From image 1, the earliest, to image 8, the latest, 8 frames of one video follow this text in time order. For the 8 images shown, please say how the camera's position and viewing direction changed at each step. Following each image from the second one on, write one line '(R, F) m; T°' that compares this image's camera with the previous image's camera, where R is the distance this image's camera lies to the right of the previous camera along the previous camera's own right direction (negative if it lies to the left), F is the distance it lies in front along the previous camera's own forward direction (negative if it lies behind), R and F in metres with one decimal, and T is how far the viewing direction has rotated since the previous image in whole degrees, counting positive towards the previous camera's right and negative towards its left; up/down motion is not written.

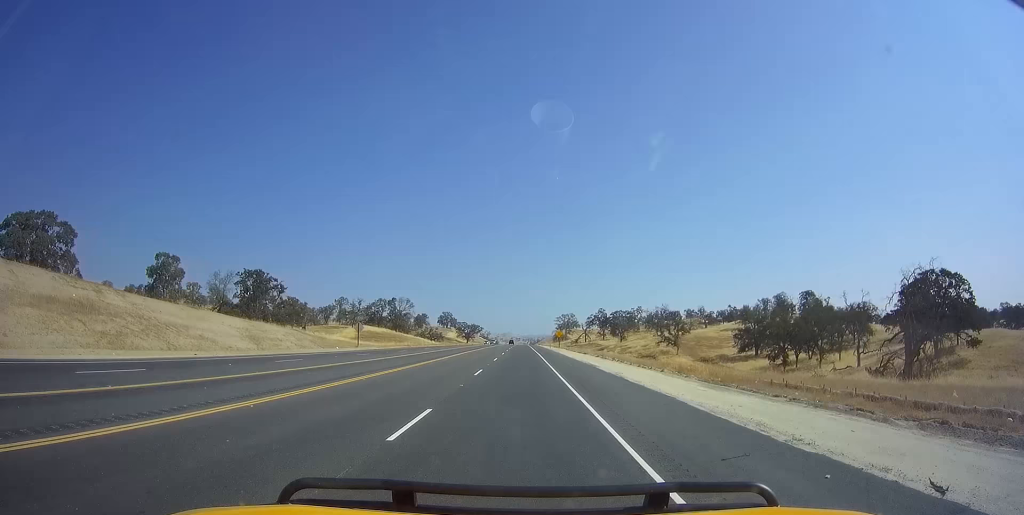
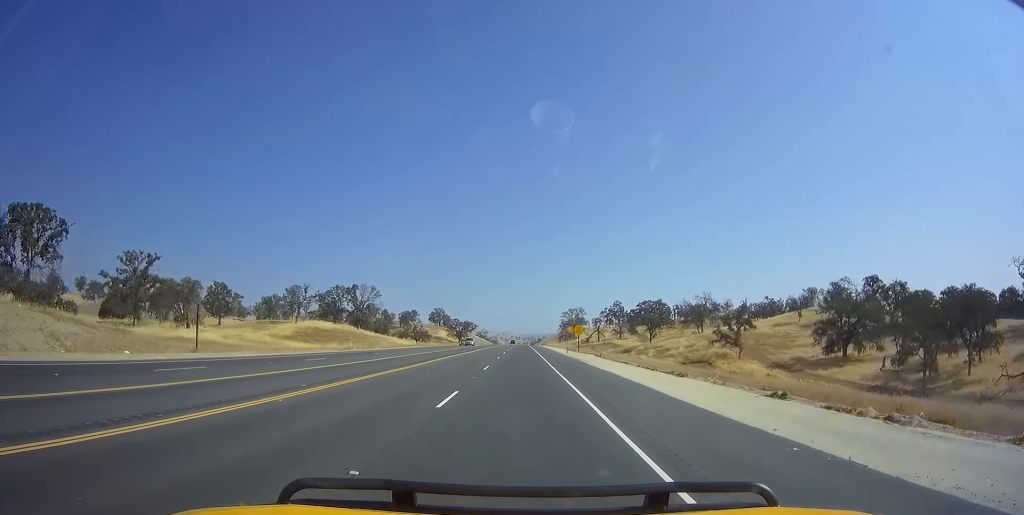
(+0.7, +39.6) m; +1°
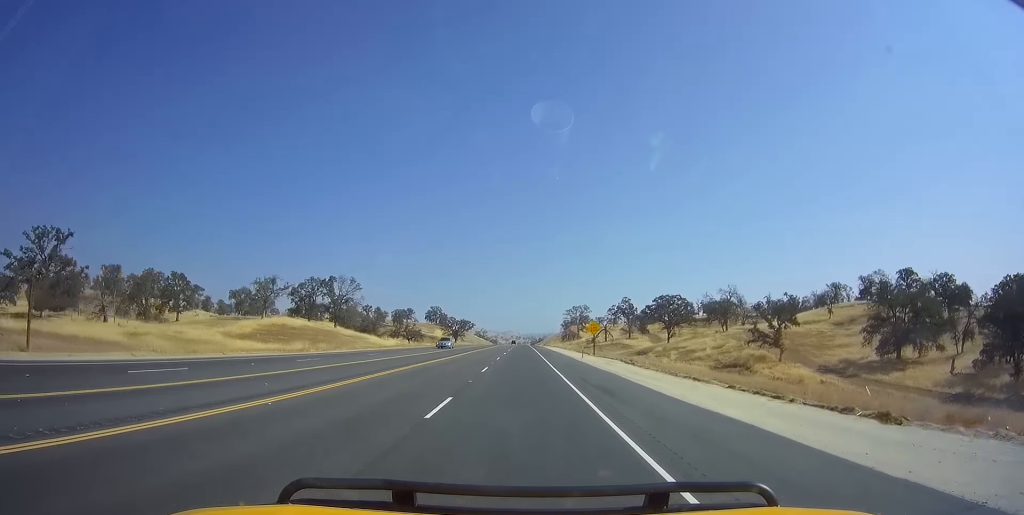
(+0.1, +16.0) m; -1°
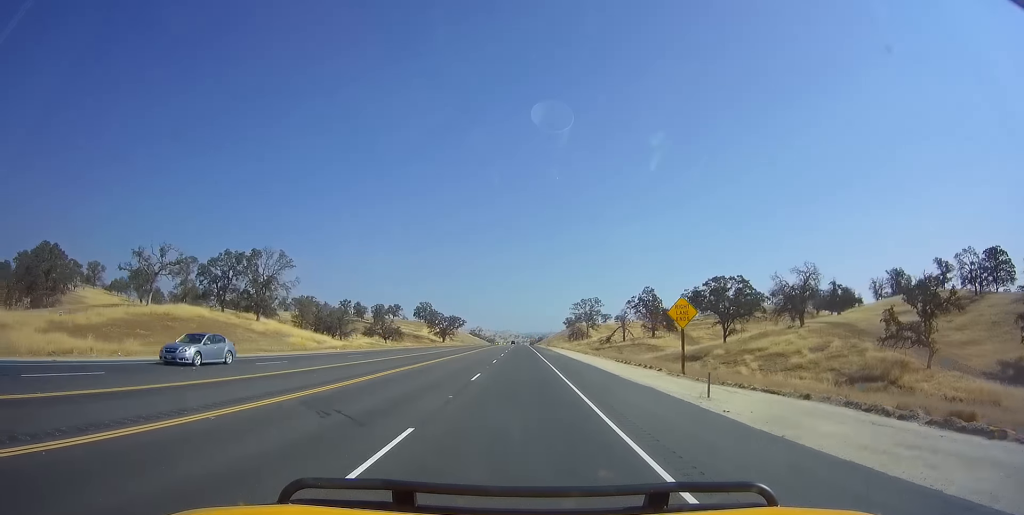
(-0.4, +34.0) m; +1°
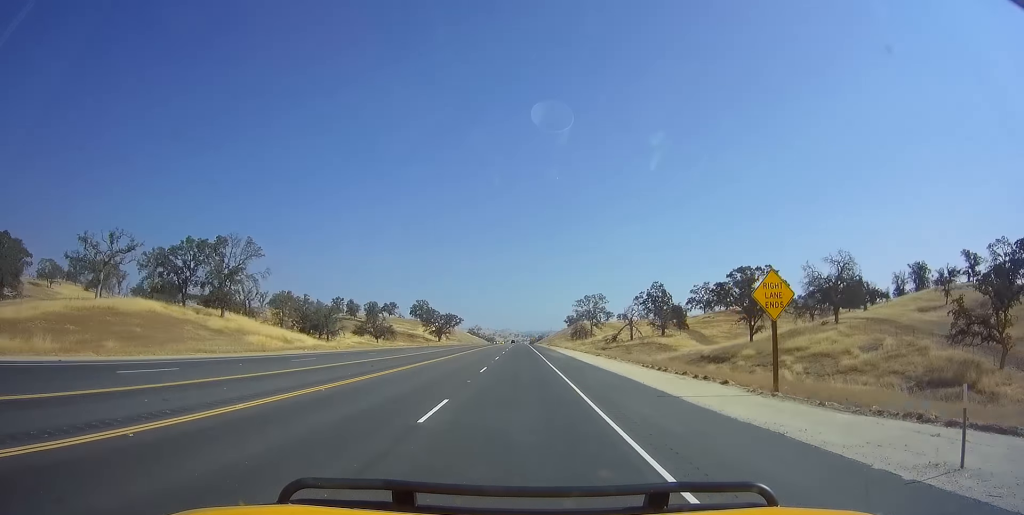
(+0.2, +10.3) m; +1°
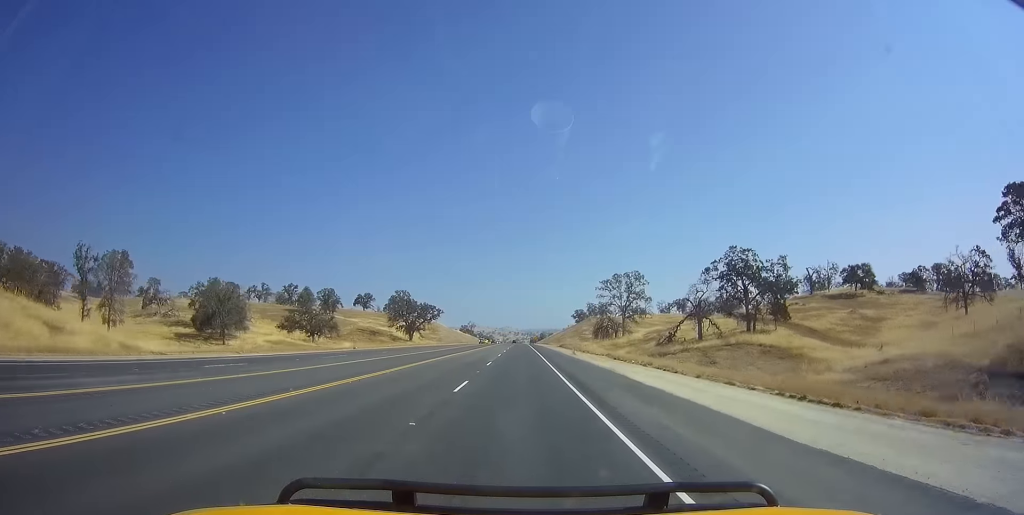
(+0.1, +52.5) m; -1°
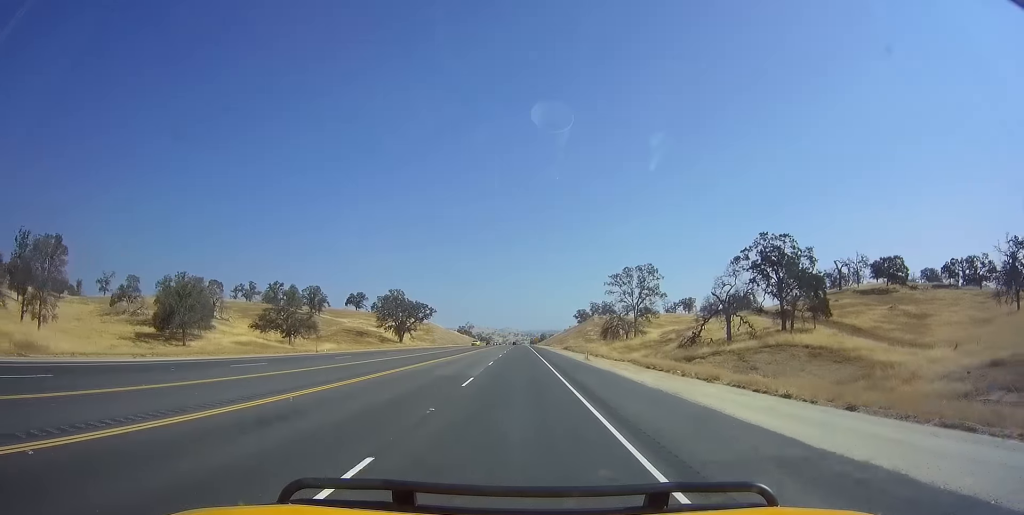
(-0.1, +12.1) m; 0°
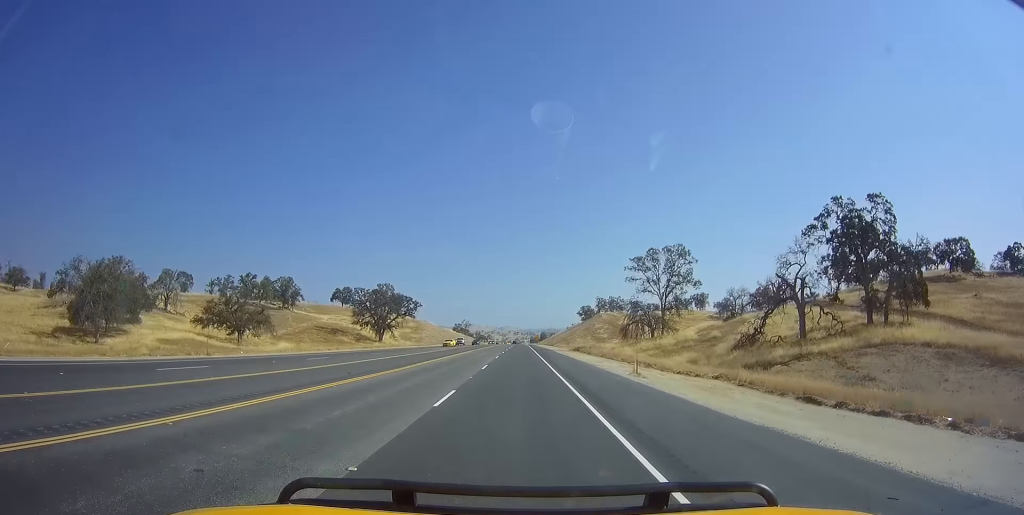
(-0.4, +20.0) m; 0°
